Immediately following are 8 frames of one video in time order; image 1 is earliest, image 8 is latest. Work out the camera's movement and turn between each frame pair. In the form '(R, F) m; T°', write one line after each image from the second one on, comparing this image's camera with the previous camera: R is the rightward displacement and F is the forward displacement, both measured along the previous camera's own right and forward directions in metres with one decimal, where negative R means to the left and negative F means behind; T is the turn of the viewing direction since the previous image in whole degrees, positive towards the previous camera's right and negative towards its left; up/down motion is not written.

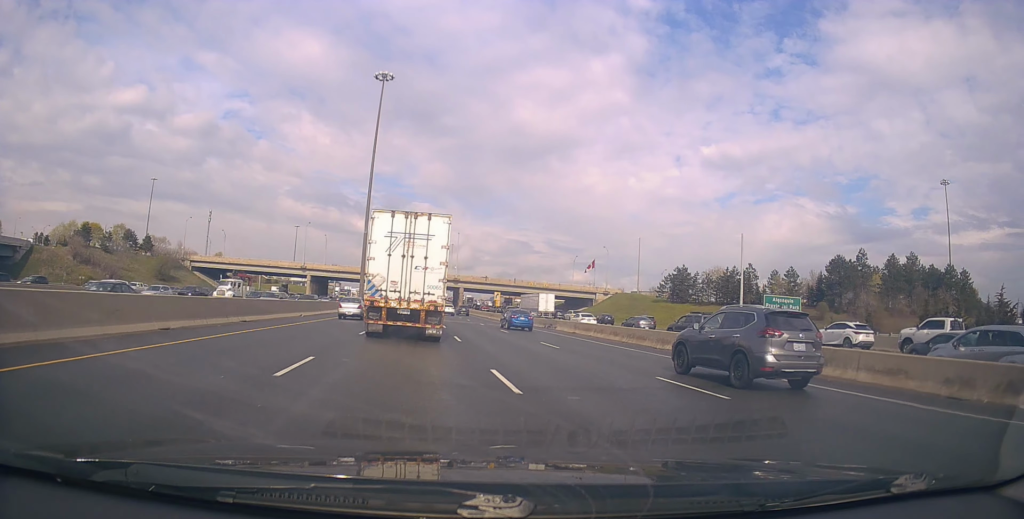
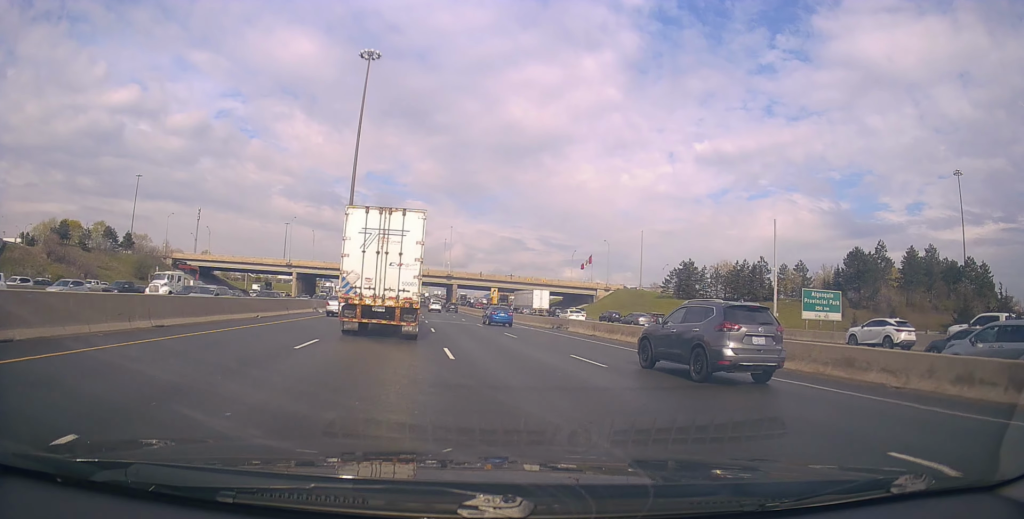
(0.0, +7.5) m; 0°
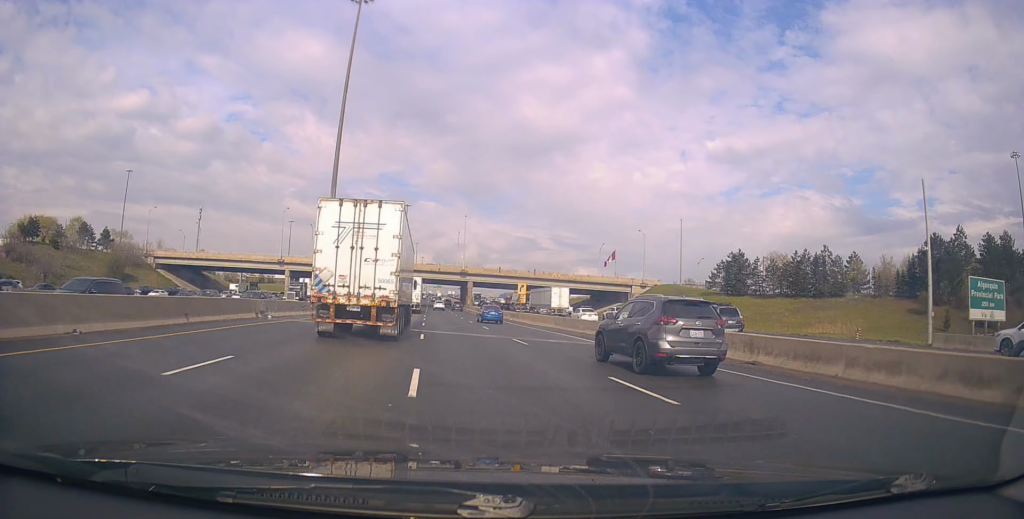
(+0.1, +17.6) m; -2°
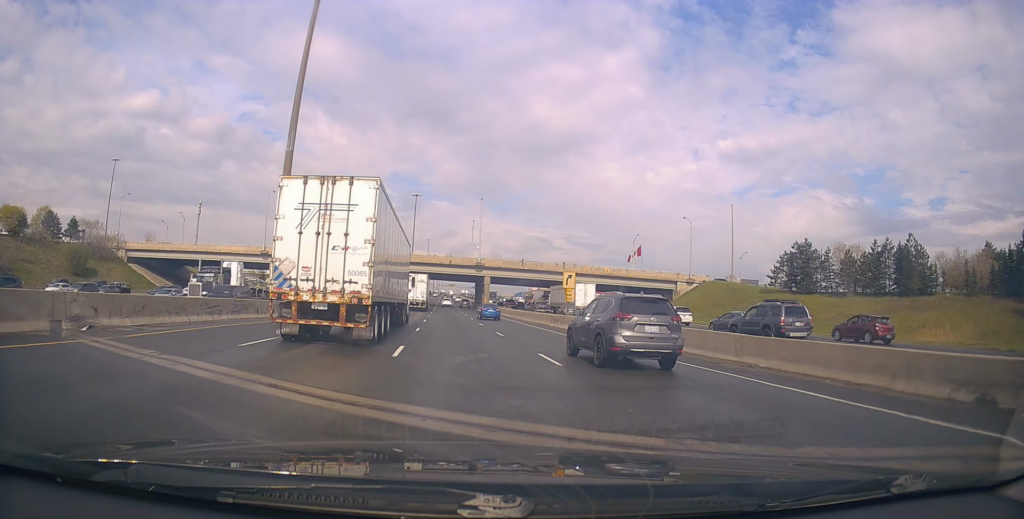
(-0.7, +19.7) m; -1°
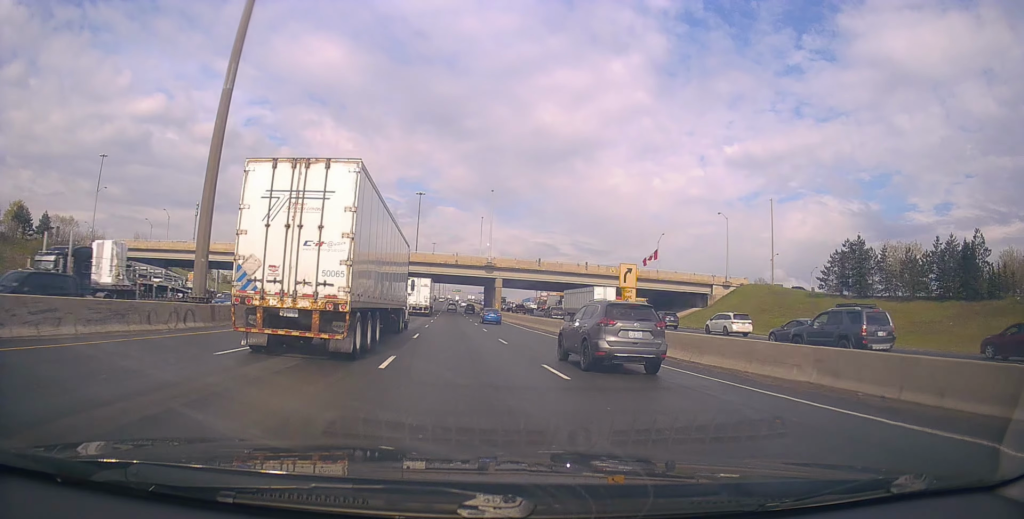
(+0.3, +13.2) m; +1°
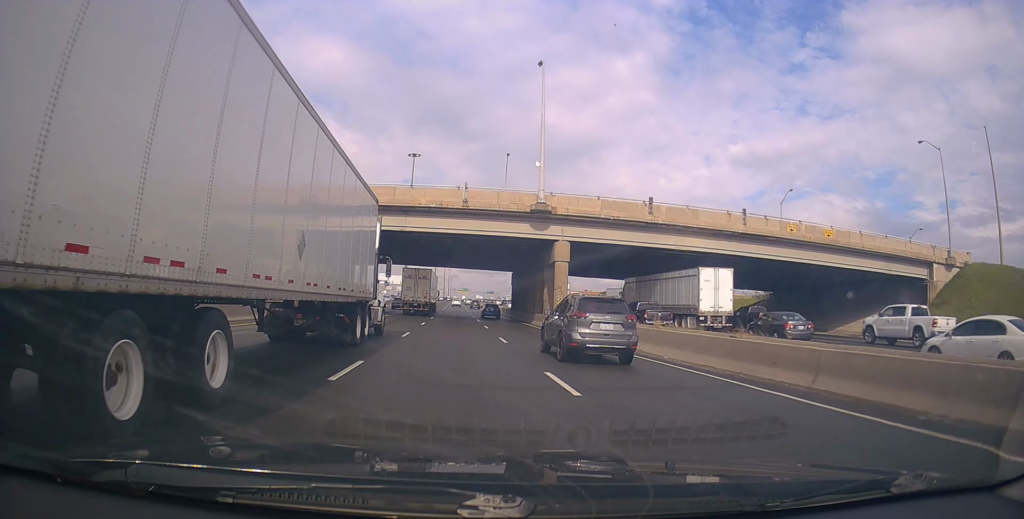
(-0.7, +50.9) m; 0°
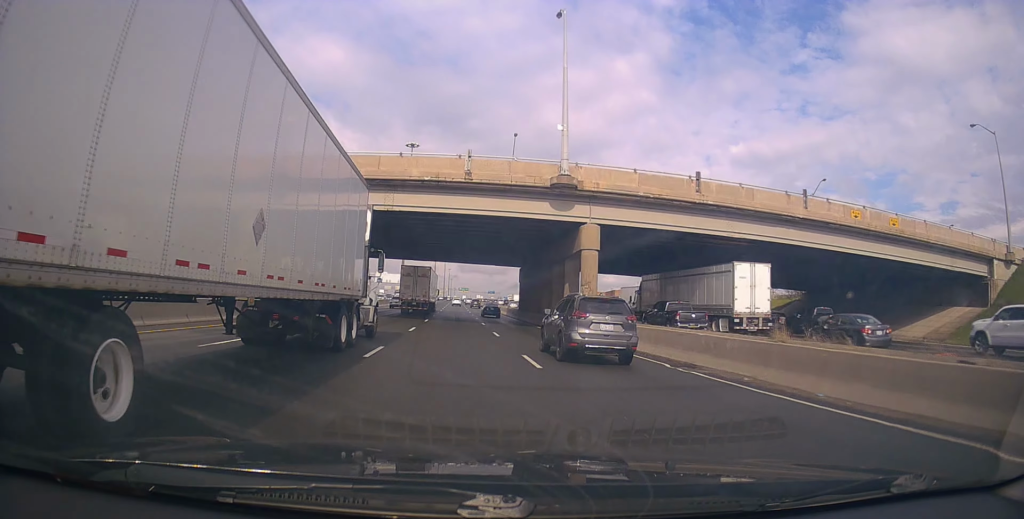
(+0.2, +8.1) m; 0°
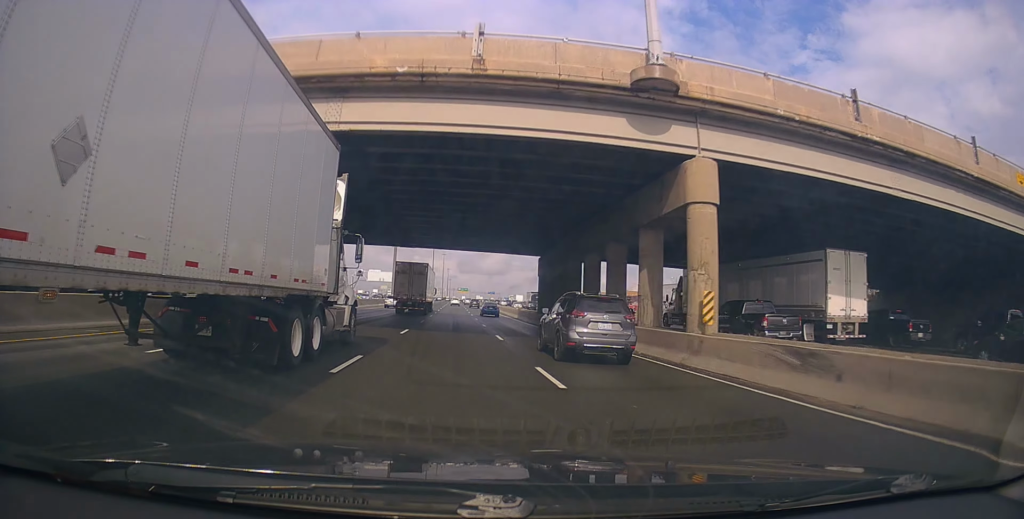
(-0.3, +14.5) m; 0°
